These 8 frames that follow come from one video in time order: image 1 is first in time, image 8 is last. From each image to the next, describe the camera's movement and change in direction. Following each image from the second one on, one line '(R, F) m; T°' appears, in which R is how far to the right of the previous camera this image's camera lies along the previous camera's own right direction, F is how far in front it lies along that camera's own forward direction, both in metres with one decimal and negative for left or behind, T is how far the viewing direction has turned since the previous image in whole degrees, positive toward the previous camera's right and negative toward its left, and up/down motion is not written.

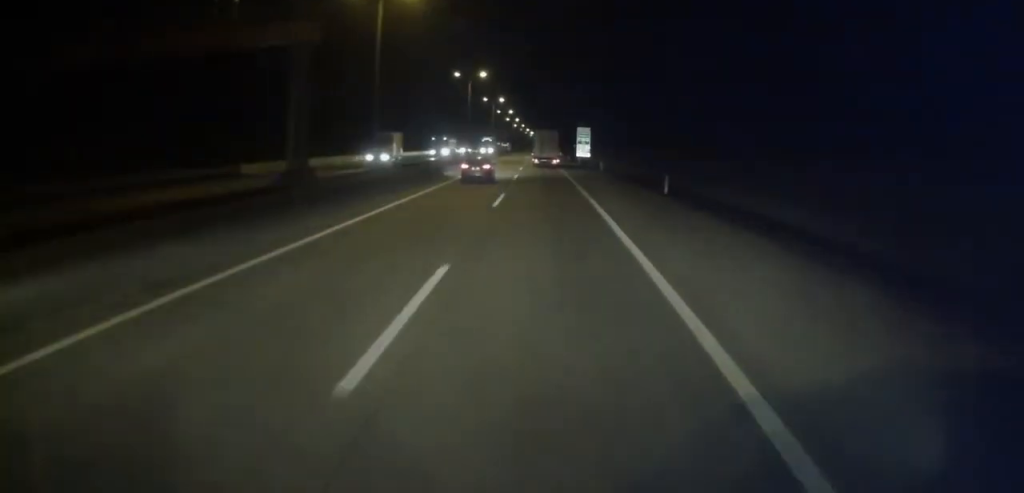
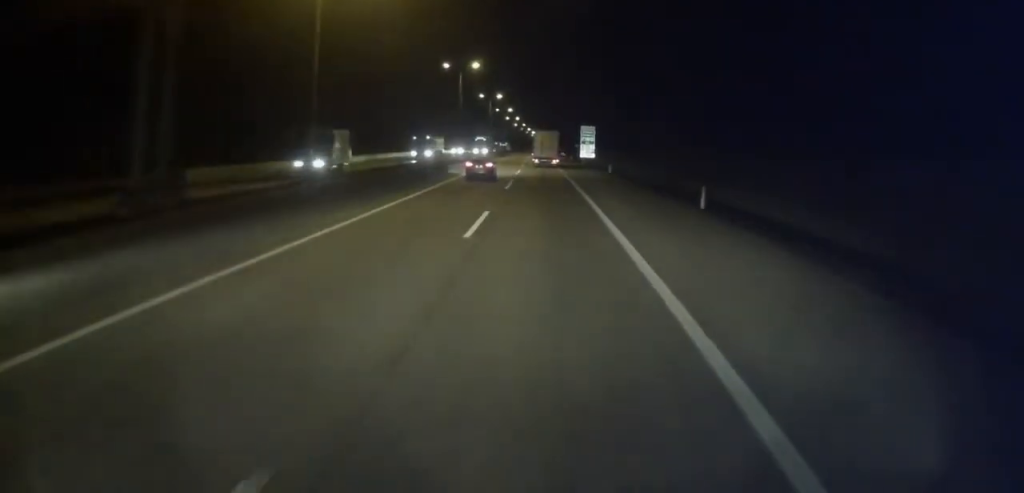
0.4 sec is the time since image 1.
(0.0, +7.9) m; 0°
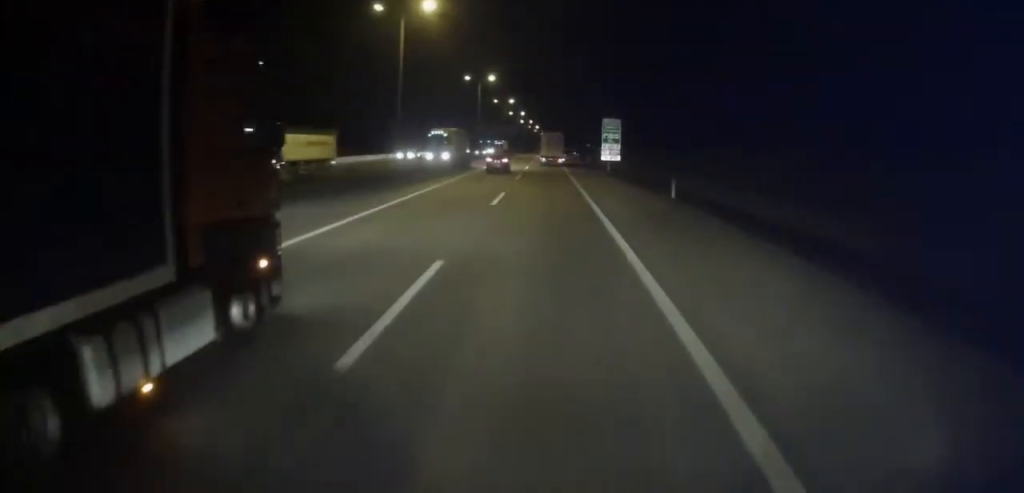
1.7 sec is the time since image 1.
(-0.2, +26.3) m; -2°
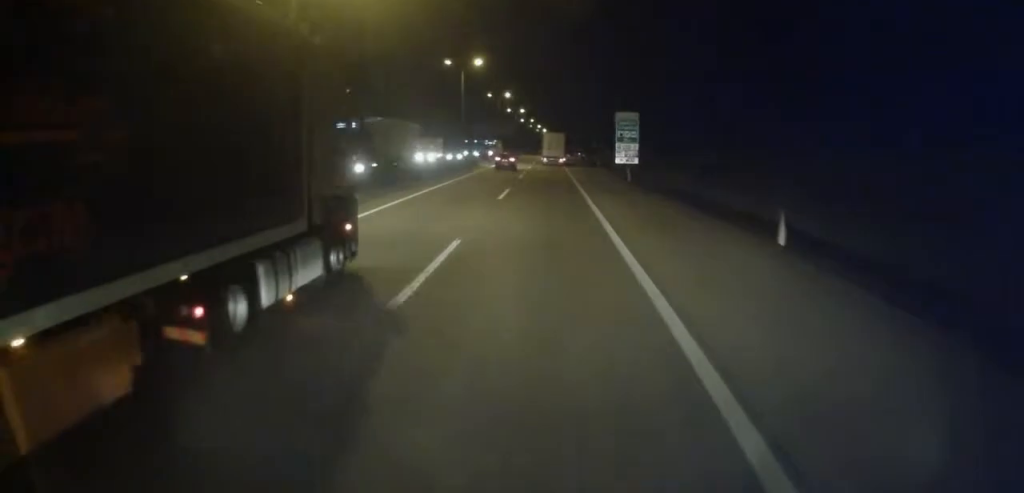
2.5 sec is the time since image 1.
(-0.2, +14.4) m; -1°
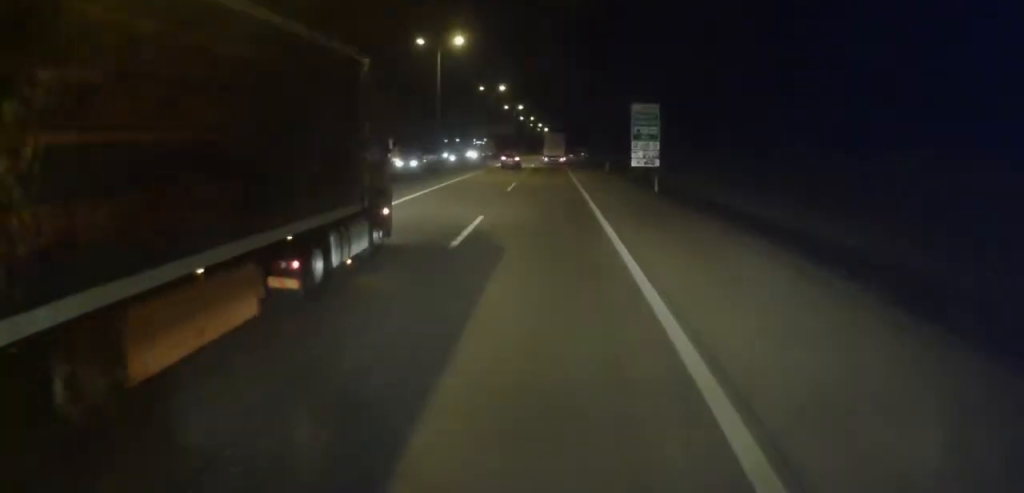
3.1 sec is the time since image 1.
(0.0, +11.6) m; 0°
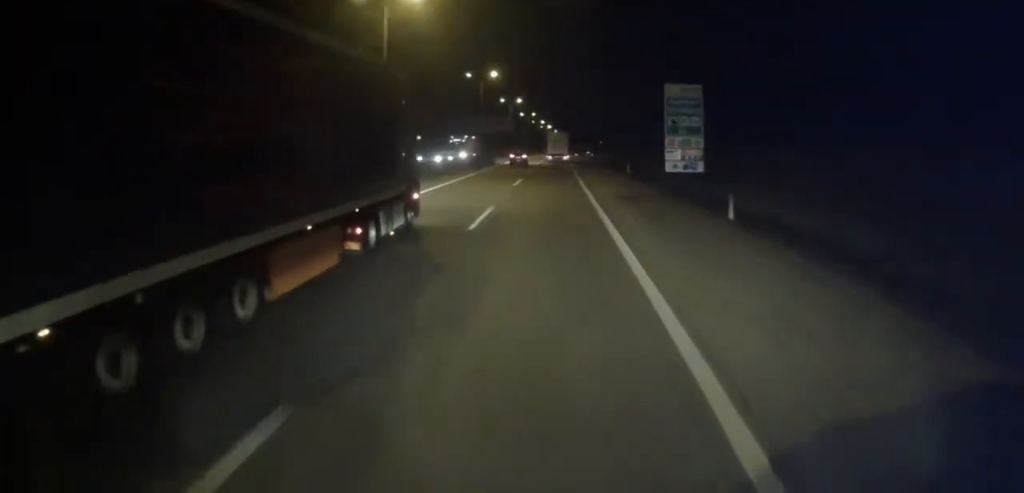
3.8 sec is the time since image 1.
(0.0, +14.3) m; 0°
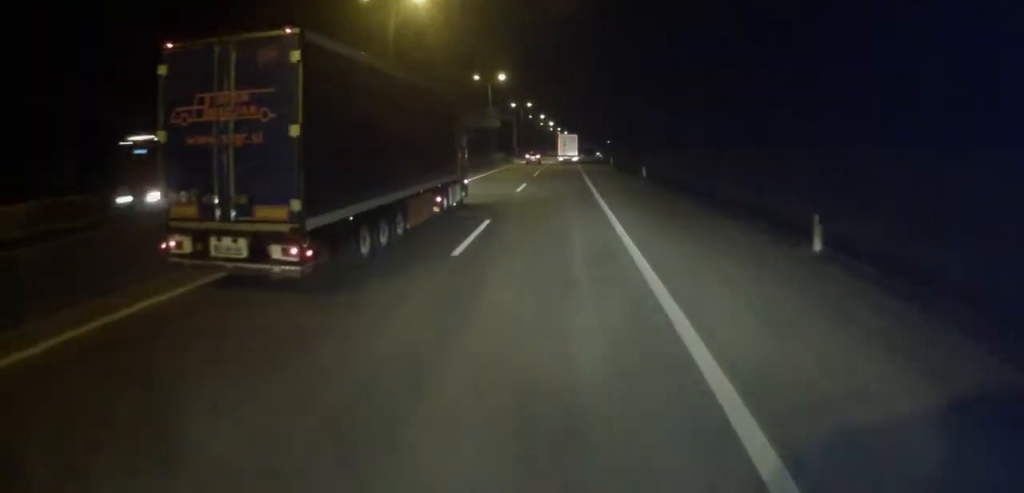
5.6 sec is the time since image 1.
(-0.1, +34.7) m; -1°
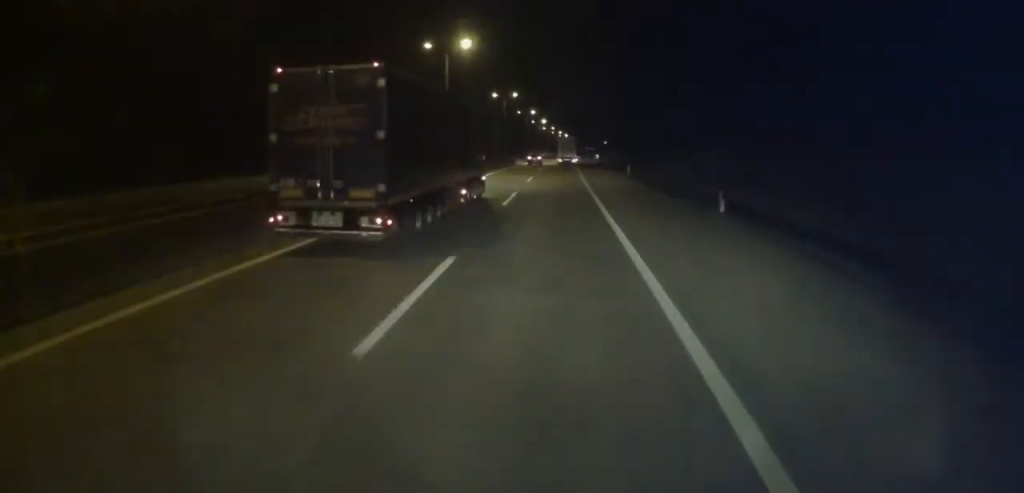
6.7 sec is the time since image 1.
(-0.1, +19.5) m; 0°
